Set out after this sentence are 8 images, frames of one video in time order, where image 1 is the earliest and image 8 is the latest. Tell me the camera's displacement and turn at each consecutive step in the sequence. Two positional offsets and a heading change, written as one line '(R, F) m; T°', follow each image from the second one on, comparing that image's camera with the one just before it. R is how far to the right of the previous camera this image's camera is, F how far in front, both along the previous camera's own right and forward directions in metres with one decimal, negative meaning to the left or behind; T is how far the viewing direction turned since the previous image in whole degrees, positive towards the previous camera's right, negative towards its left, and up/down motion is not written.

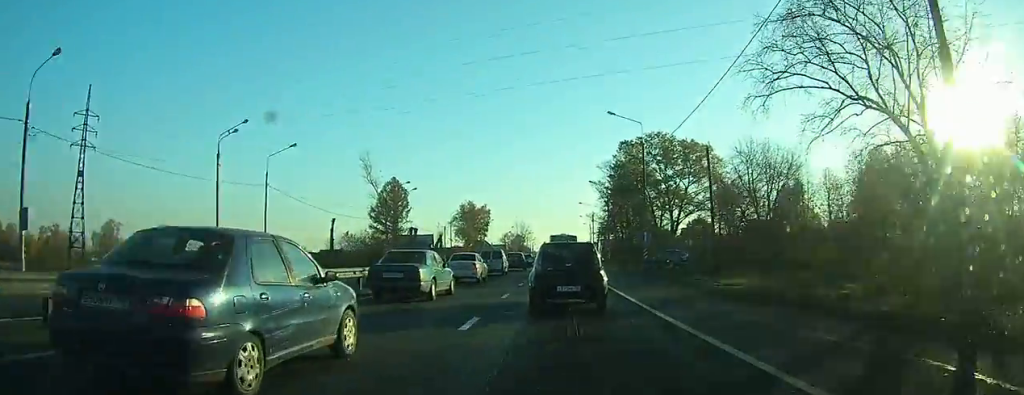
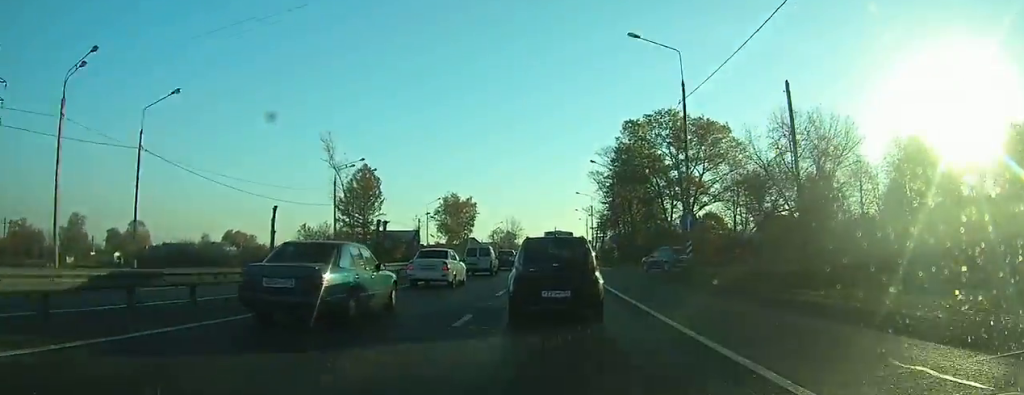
(+0.2, +16.2) m; +1°
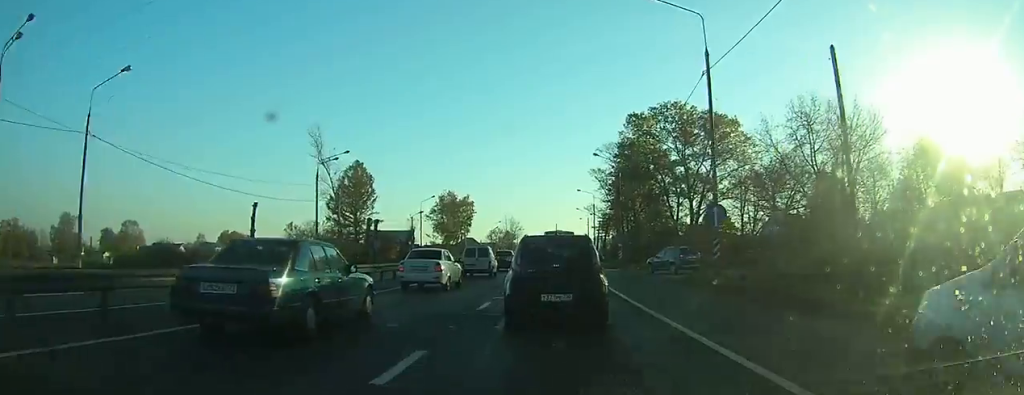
(0.0, +4.5) m; 0°
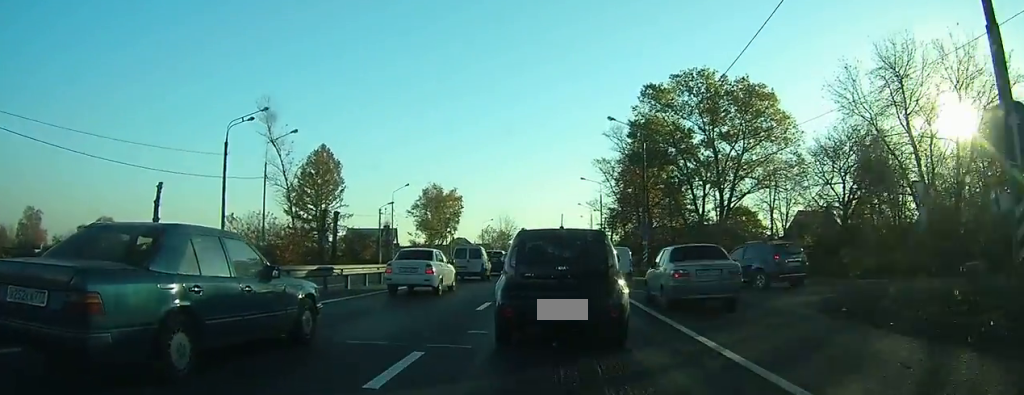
(0.0, +16.8) m; -1°
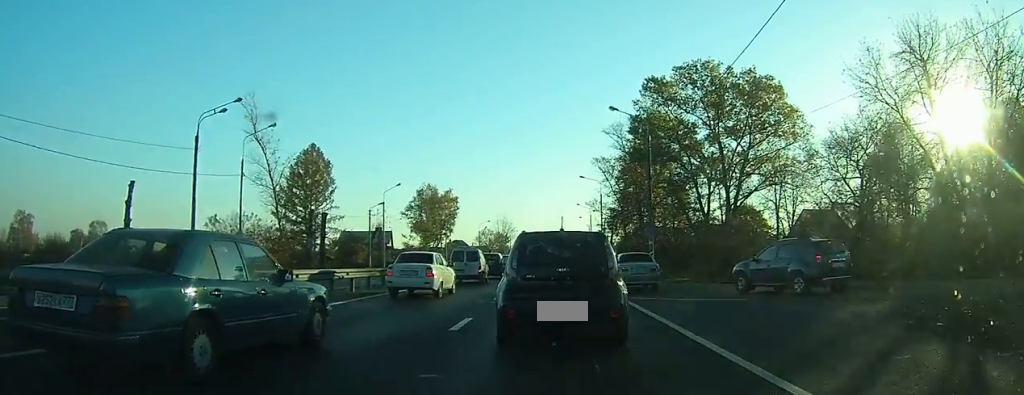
(0.0, +3.9) m; 0°
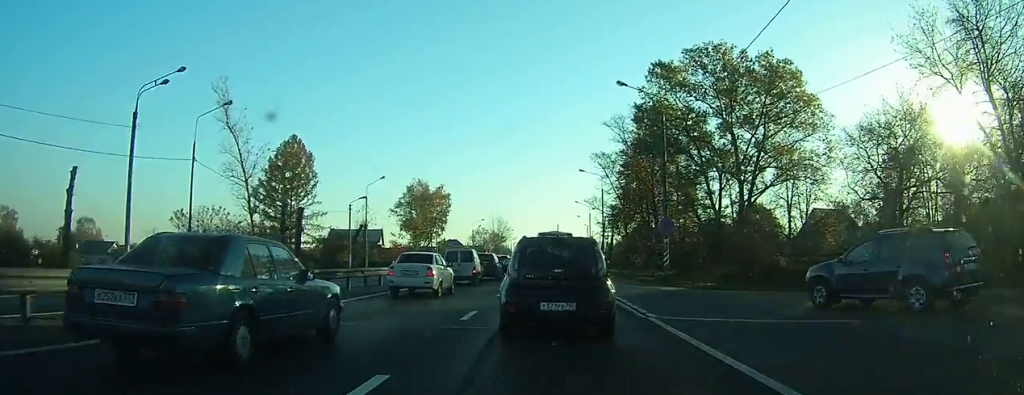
(0.0, +7.1) m; +1°
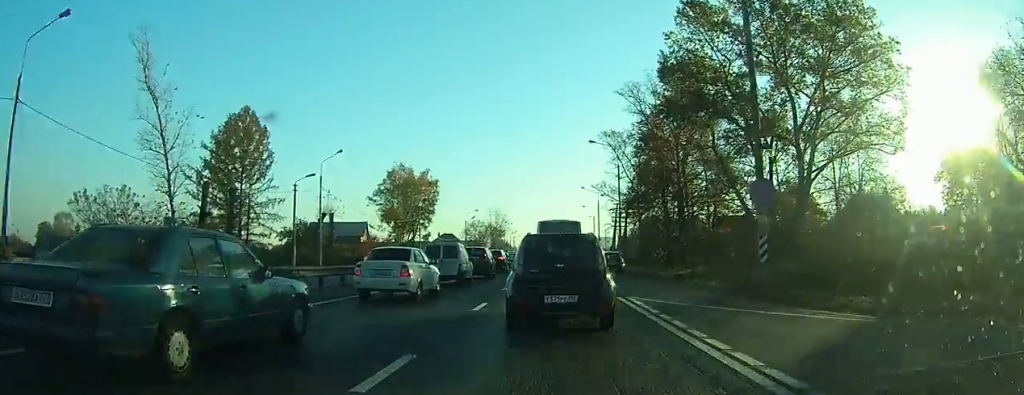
(+0.2, +14.6) m; +2°
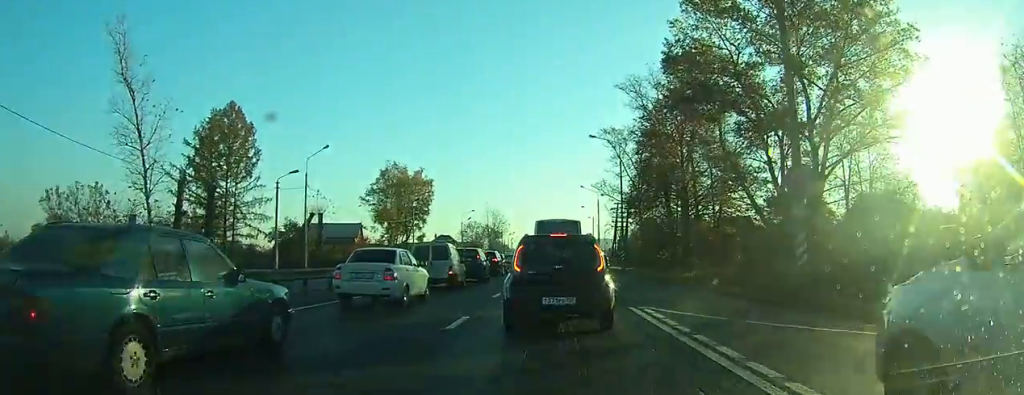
(0.0, +2.8) m; 0°
